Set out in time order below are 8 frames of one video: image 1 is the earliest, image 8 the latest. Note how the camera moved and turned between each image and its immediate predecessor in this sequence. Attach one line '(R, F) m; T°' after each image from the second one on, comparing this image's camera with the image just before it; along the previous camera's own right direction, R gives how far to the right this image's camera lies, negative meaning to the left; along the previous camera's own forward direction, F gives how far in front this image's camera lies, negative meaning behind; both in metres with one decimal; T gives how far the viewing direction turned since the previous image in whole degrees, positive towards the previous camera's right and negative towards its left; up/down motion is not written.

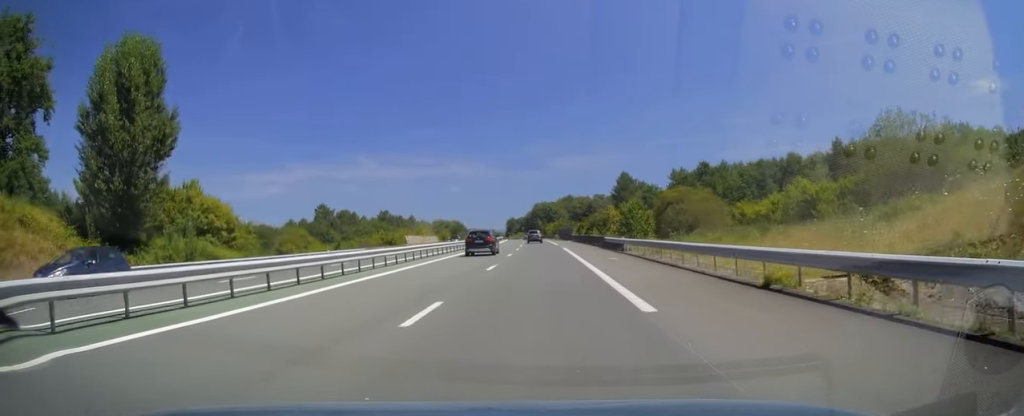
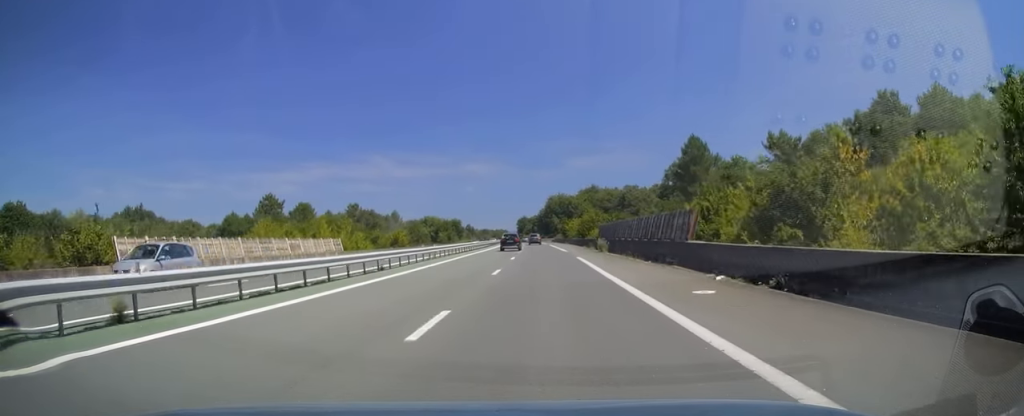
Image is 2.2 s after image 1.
(-1.1, +66.4) m; -1°
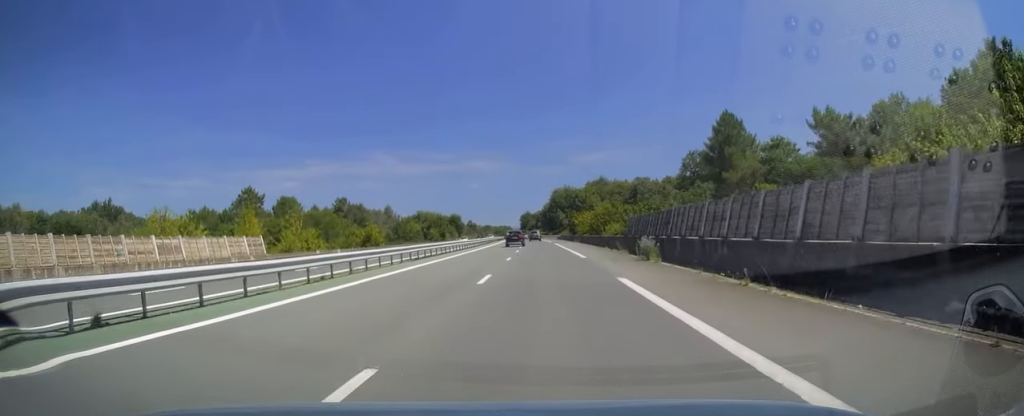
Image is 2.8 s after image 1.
(+0.1, +17.8) m; 0°
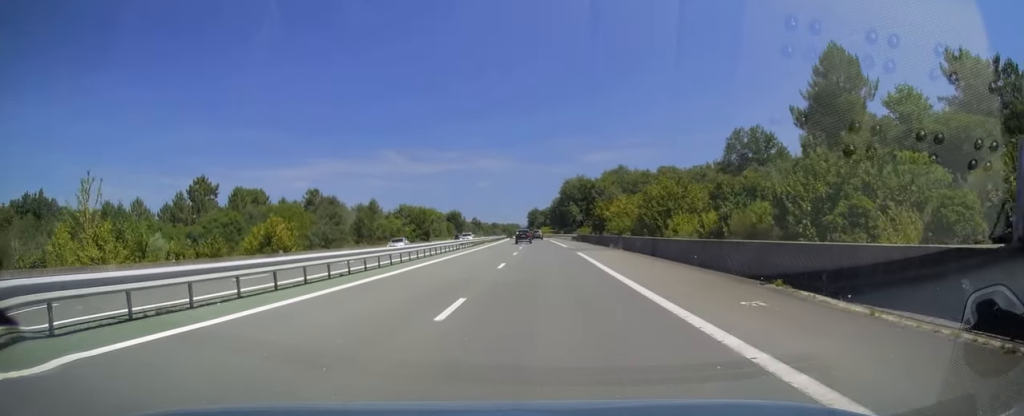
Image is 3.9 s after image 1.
(-0.4, +32.7) m; -1°
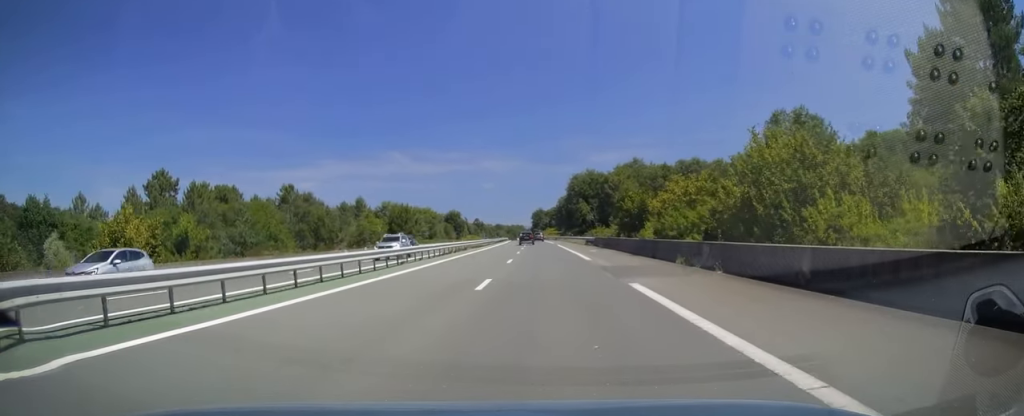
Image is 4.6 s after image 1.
(-0.1, +20.8) m; -1°
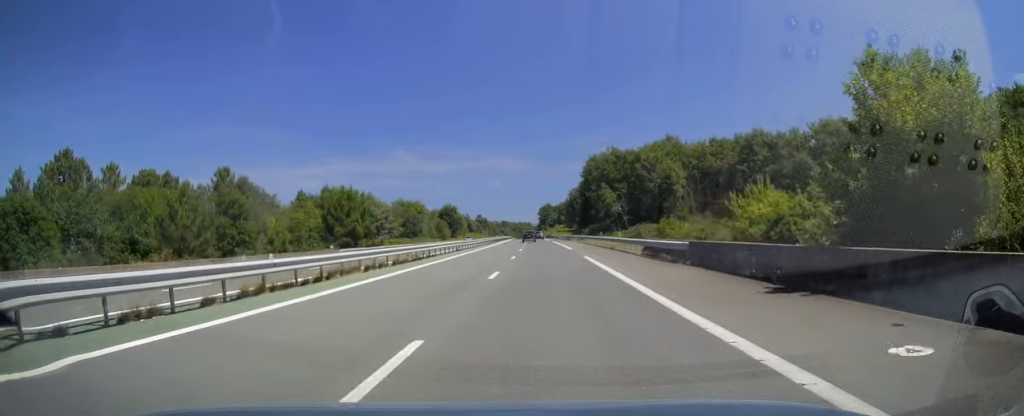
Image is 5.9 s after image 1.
(-0.5, +36.3) m; -1°
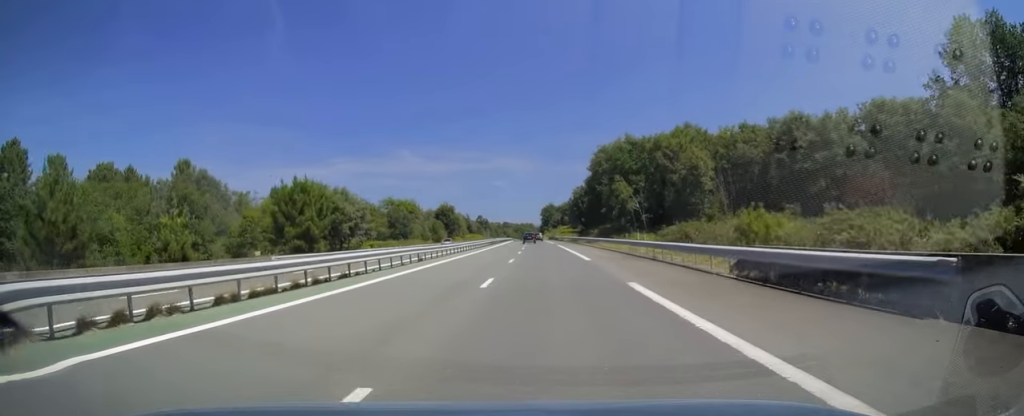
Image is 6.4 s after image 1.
(+0.1, +15.4) m; 0°
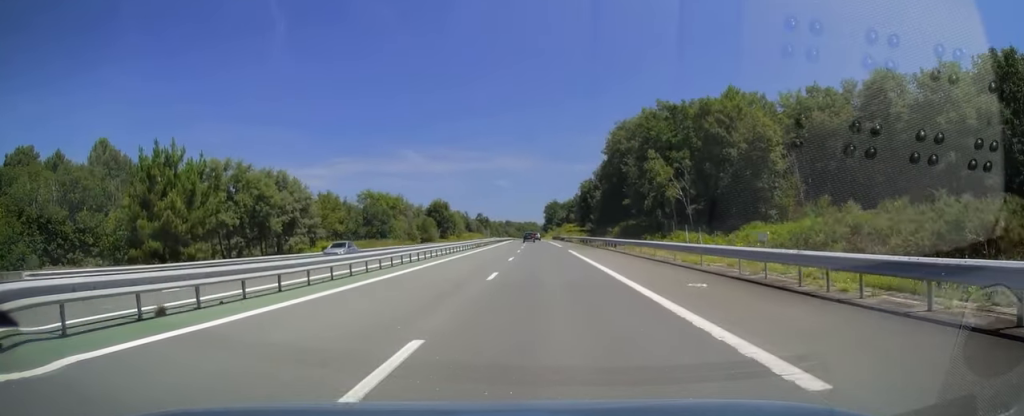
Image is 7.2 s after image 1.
(0.0, +23.8) m; 0°
